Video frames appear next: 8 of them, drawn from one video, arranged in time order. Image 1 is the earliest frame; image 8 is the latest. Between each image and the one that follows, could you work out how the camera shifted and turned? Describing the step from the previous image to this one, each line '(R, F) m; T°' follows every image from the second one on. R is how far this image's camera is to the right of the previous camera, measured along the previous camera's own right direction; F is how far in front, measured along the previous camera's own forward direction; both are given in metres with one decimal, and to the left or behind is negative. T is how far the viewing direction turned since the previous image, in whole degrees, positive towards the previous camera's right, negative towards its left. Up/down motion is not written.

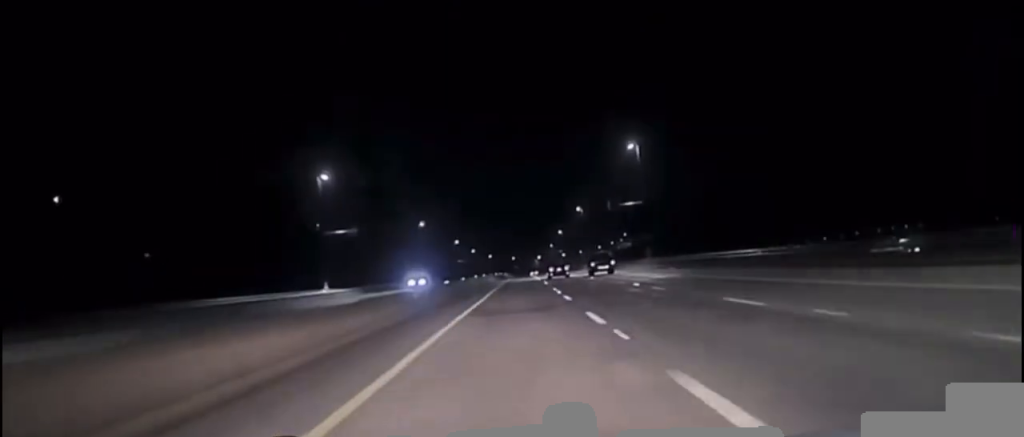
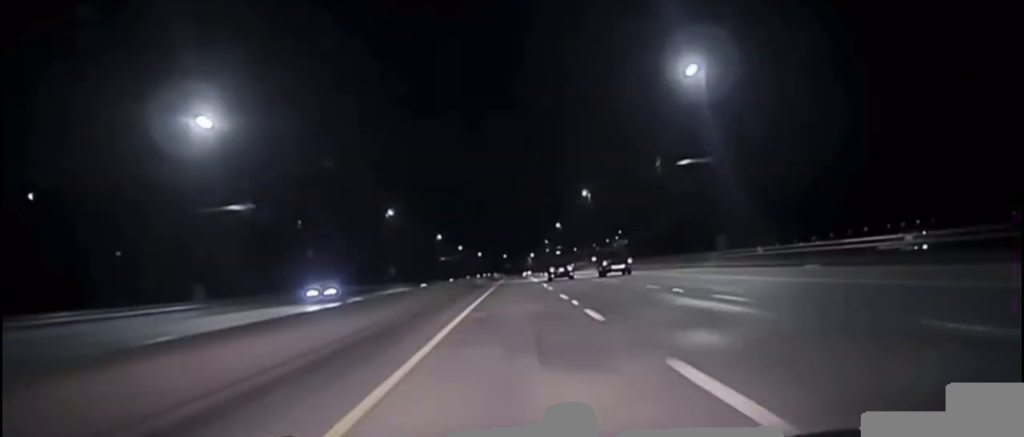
(+0.1, +38.1) m; 0°
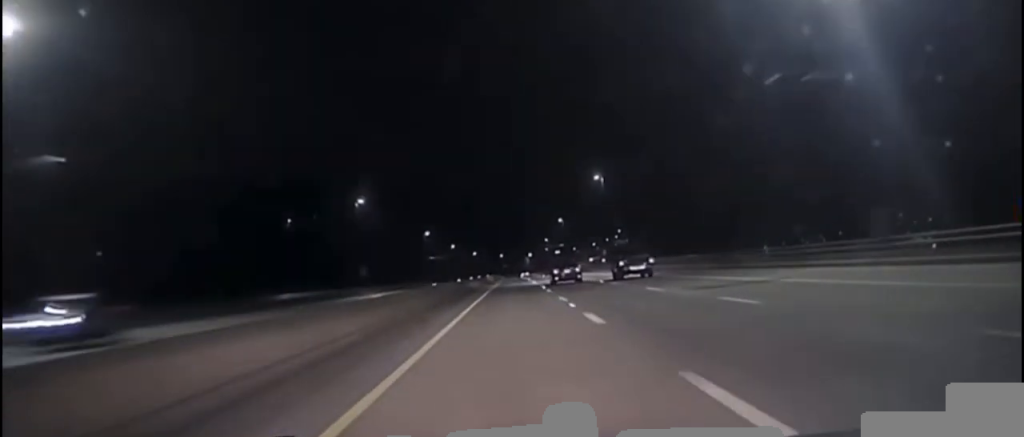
(0.0, +24.2) m; 0°
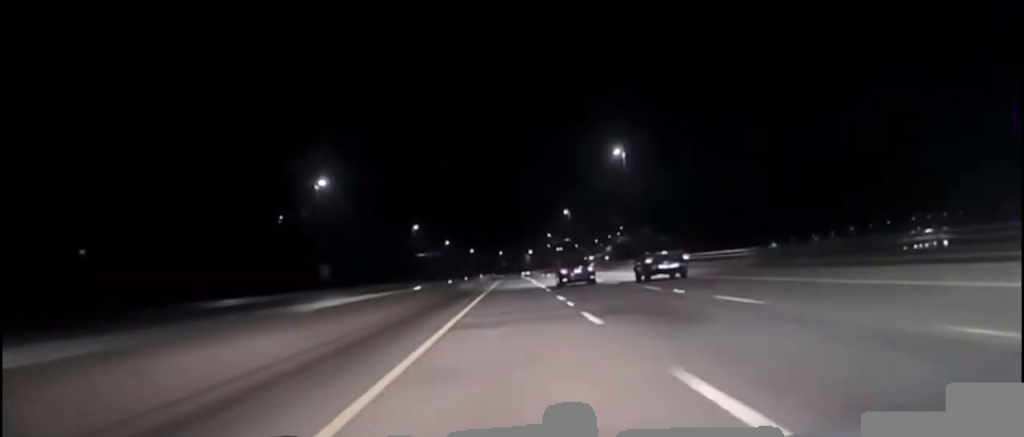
(0.0, +20.8) m; 0°
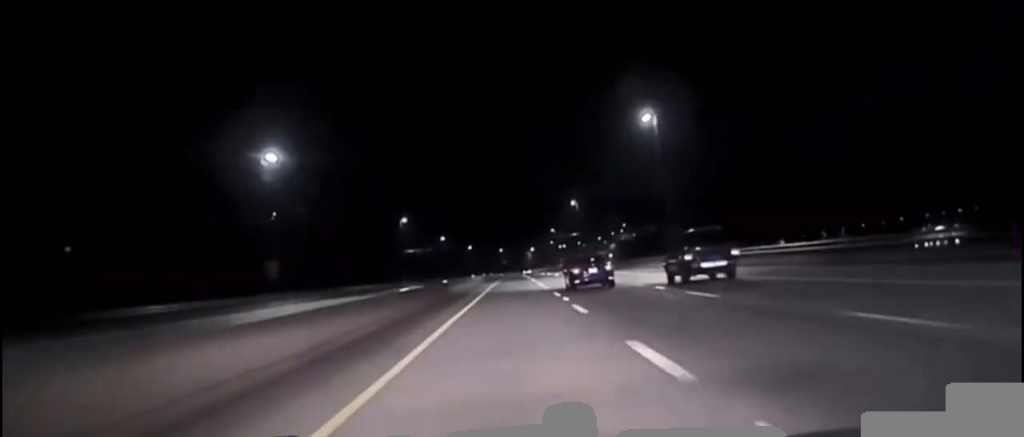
(0.0, +16.2) m; 0°
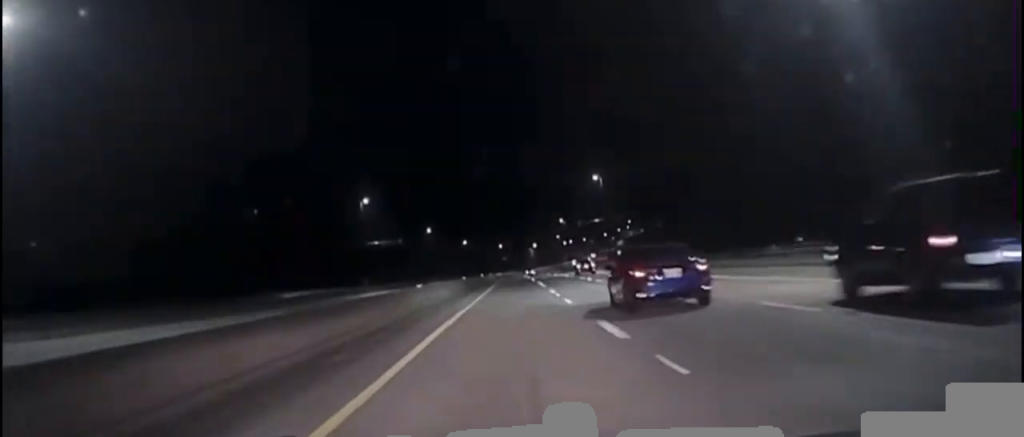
(0.0, +33.9) m; 0°
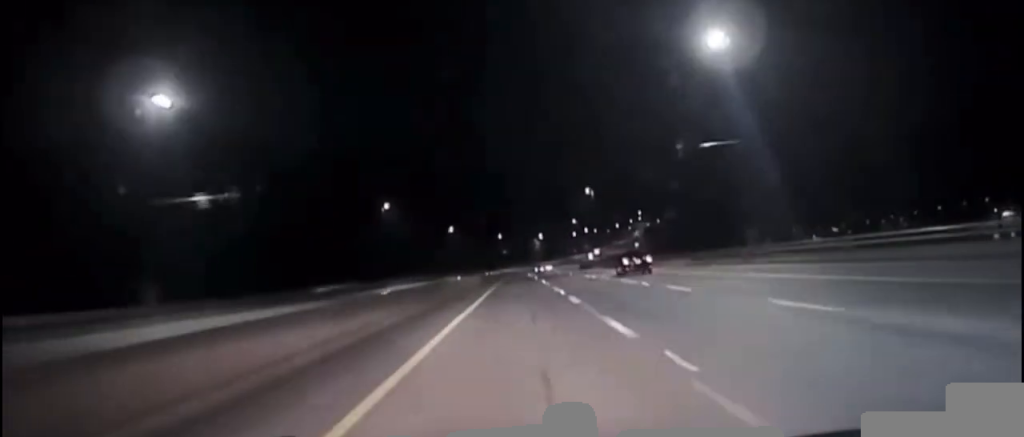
(-0.1, +63.6) m; 0°
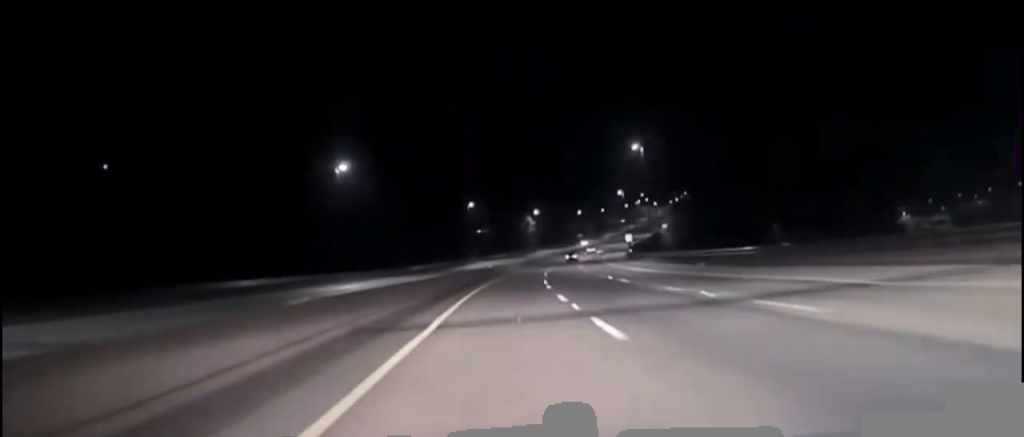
(+1.5, +160.9) m; +2°
